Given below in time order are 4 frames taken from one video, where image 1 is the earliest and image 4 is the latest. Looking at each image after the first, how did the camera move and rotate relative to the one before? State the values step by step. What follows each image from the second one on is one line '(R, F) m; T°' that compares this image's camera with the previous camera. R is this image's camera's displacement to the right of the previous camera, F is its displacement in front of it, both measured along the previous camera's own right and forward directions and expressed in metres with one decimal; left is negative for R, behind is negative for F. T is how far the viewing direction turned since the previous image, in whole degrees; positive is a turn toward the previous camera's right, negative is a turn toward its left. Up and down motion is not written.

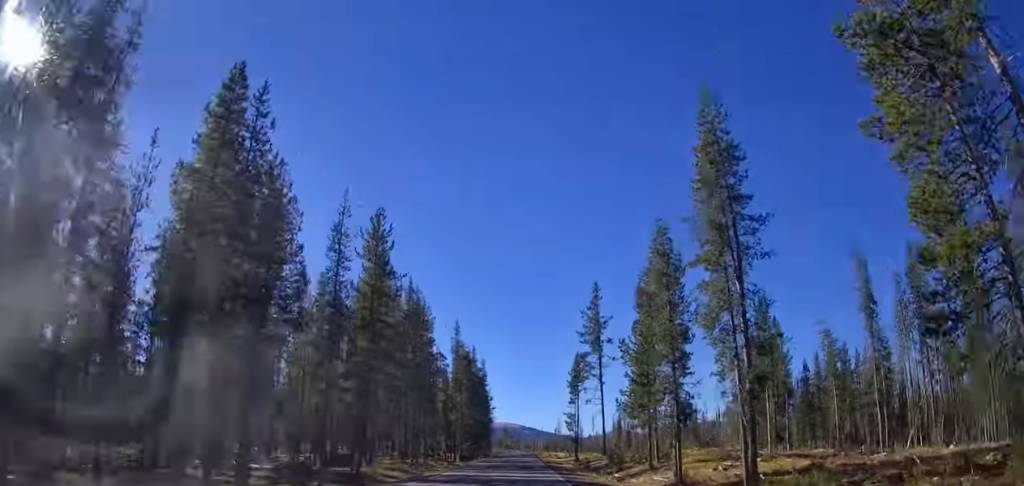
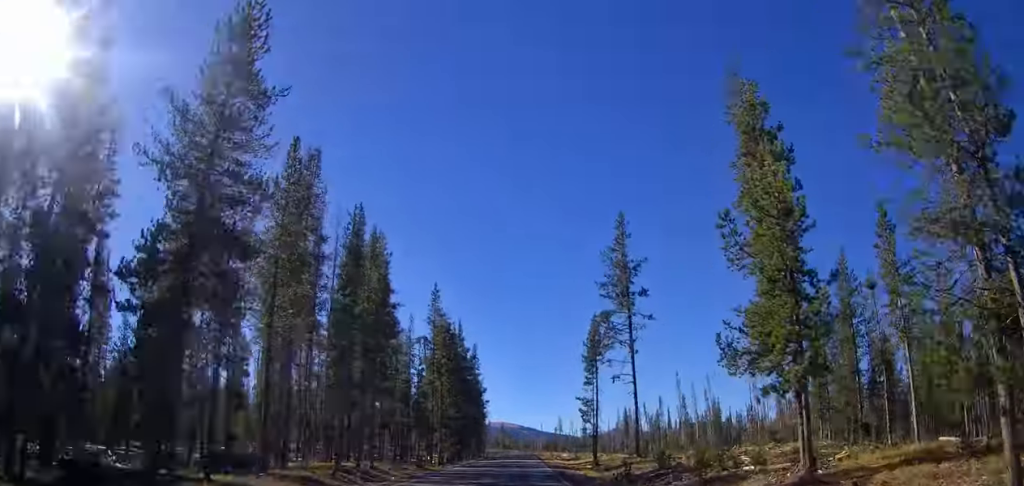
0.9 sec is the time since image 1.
(-0.7, +19.0) m; 0°
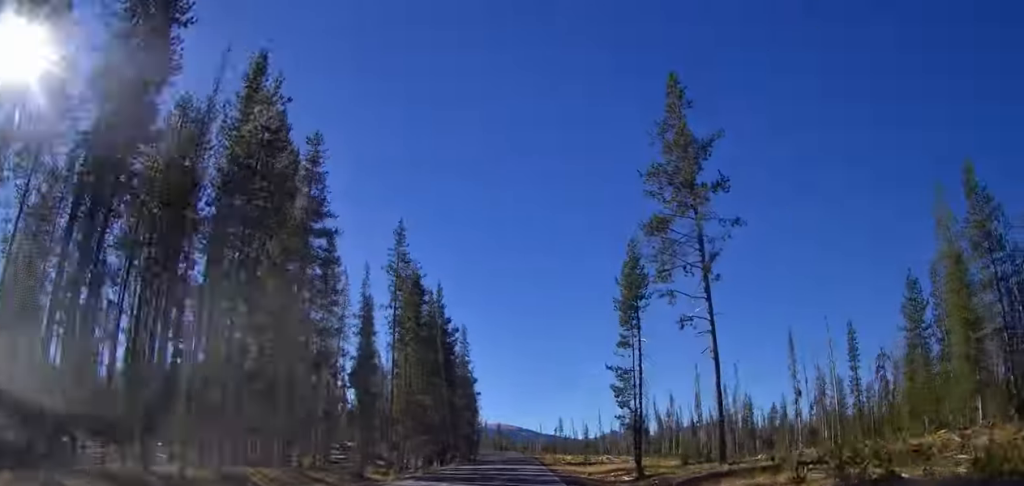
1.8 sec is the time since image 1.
(+0.6, +18.9) m; 0°
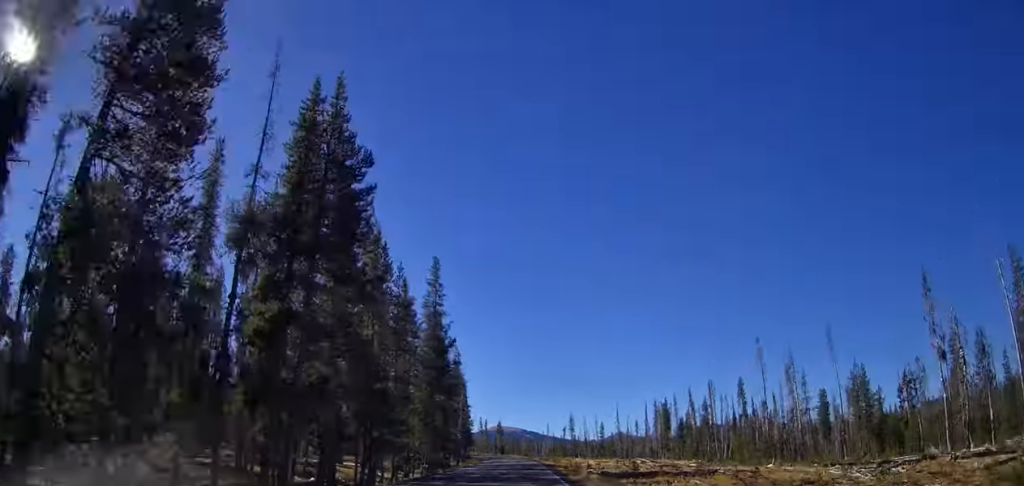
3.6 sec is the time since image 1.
(-1.2, +37.0) m; -1°
